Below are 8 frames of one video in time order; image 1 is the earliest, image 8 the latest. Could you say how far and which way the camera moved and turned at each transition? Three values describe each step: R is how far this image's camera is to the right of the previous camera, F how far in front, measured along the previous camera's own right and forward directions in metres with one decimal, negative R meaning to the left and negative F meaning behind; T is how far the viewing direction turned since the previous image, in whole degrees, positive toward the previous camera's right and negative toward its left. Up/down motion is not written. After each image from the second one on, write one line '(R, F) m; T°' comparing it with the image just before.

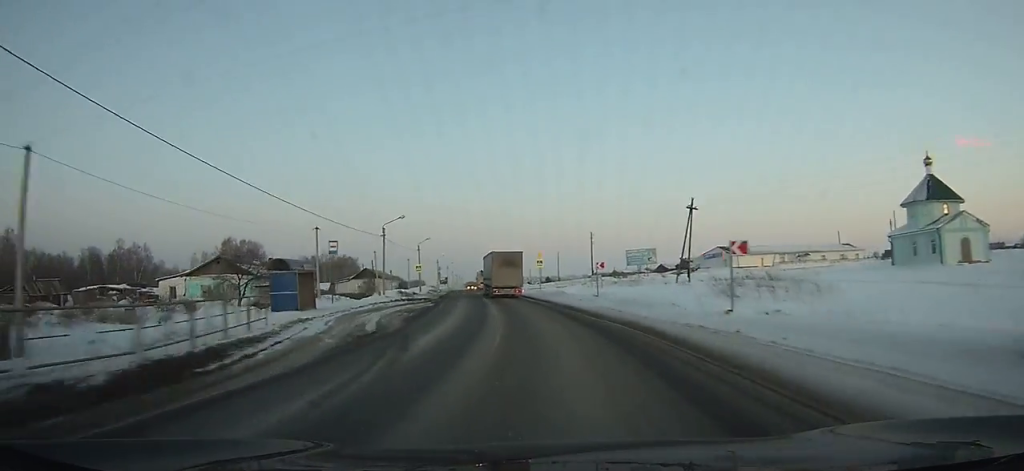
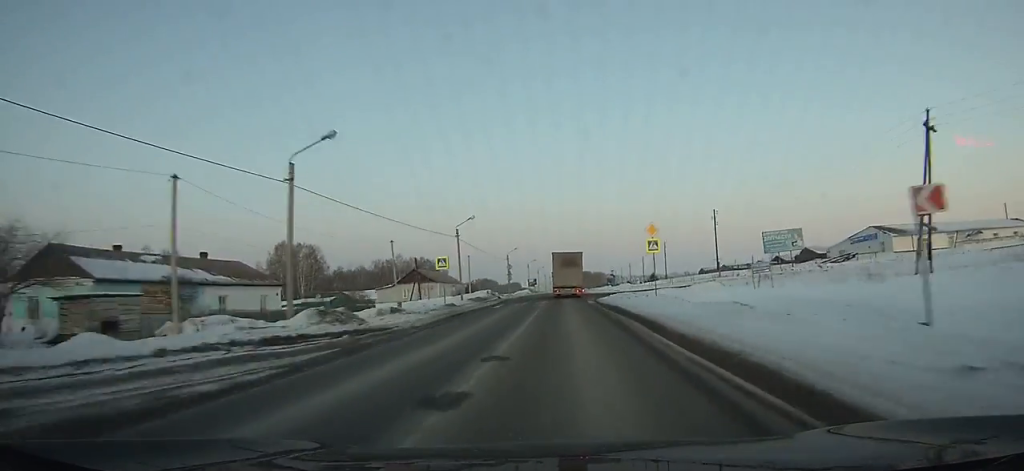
(-3.4, +31.6) m; -7°
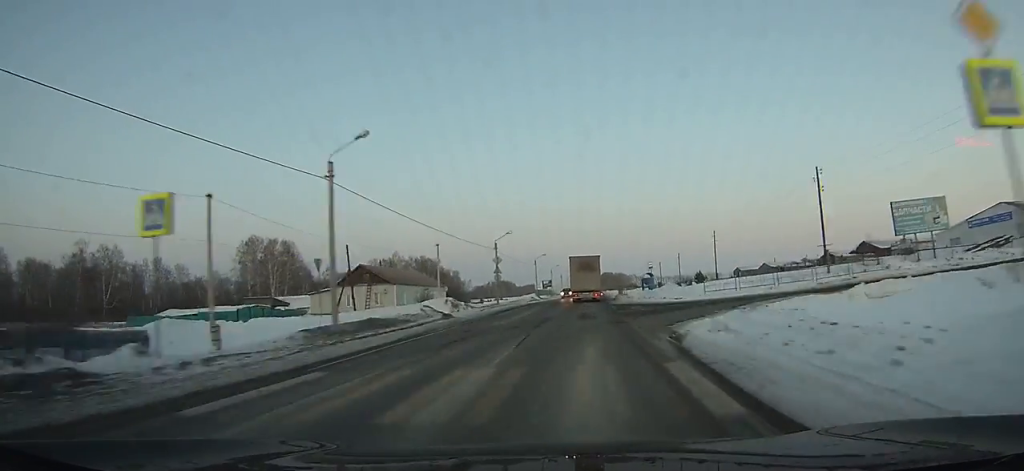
(-1.9, +32.6) m; -4°
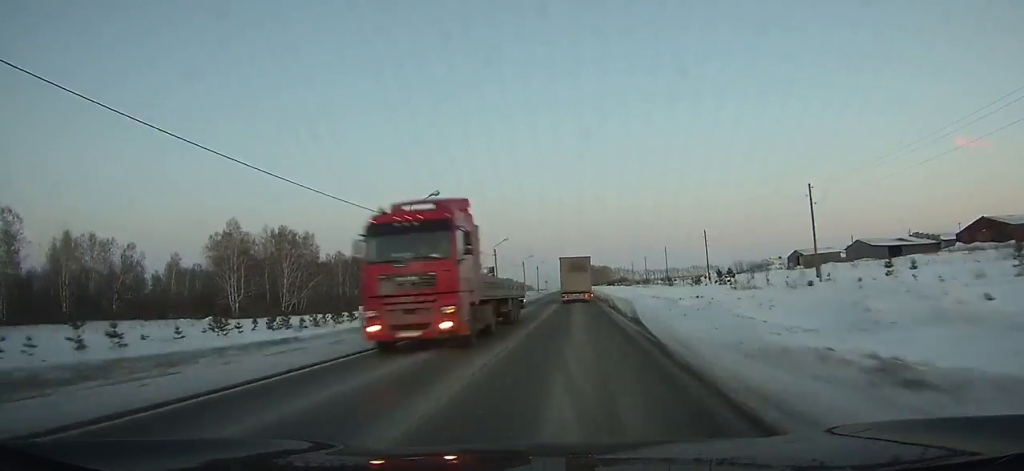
(-2.9, +101.7) m; -2°
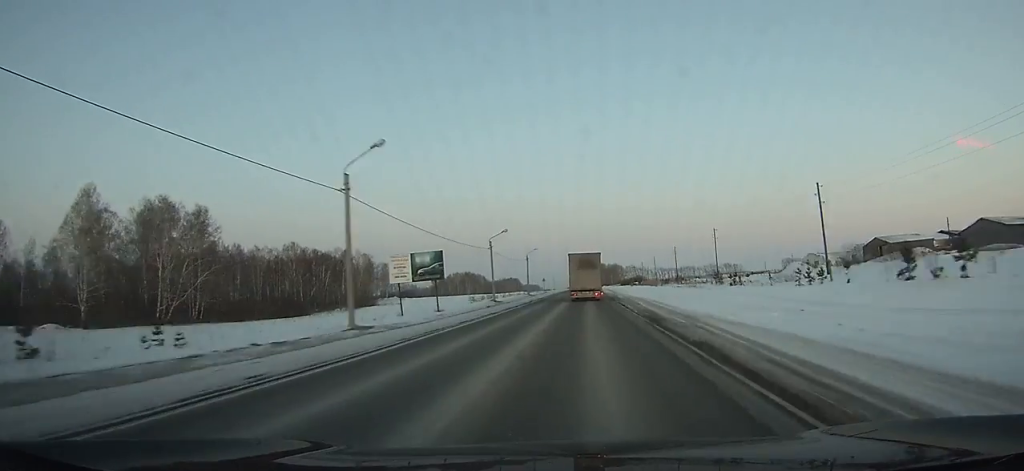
(-0.5, +47.2) m; 0°
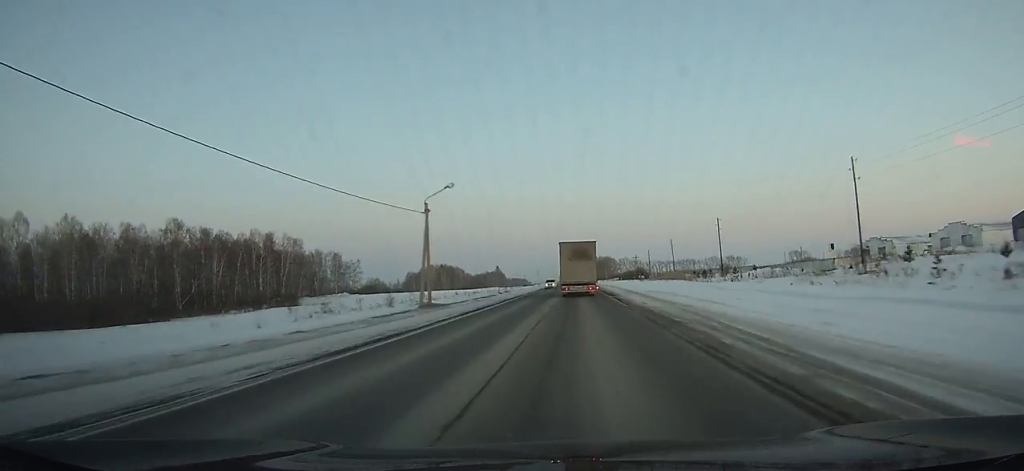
(+0.7, +55.7) m; 0°
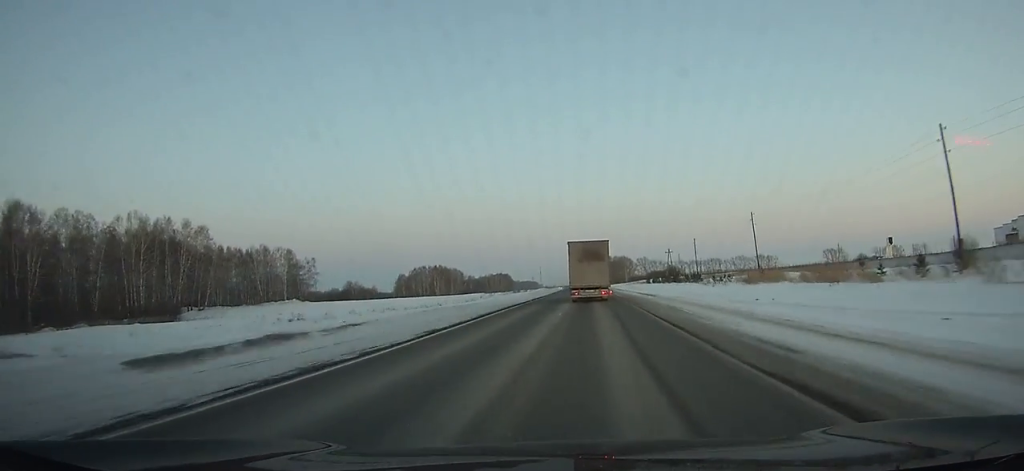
(-0.5, +61.5) m; 0°
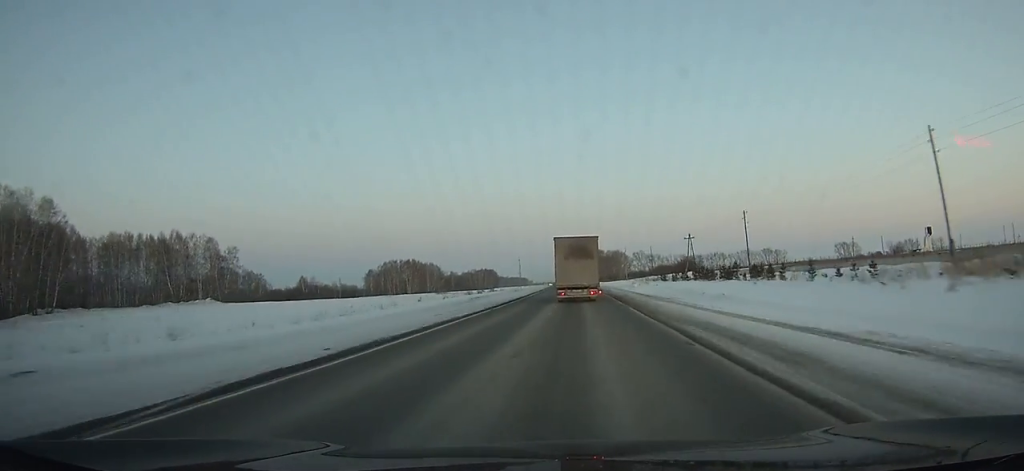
(+0.3, +47.9) m; 0°
